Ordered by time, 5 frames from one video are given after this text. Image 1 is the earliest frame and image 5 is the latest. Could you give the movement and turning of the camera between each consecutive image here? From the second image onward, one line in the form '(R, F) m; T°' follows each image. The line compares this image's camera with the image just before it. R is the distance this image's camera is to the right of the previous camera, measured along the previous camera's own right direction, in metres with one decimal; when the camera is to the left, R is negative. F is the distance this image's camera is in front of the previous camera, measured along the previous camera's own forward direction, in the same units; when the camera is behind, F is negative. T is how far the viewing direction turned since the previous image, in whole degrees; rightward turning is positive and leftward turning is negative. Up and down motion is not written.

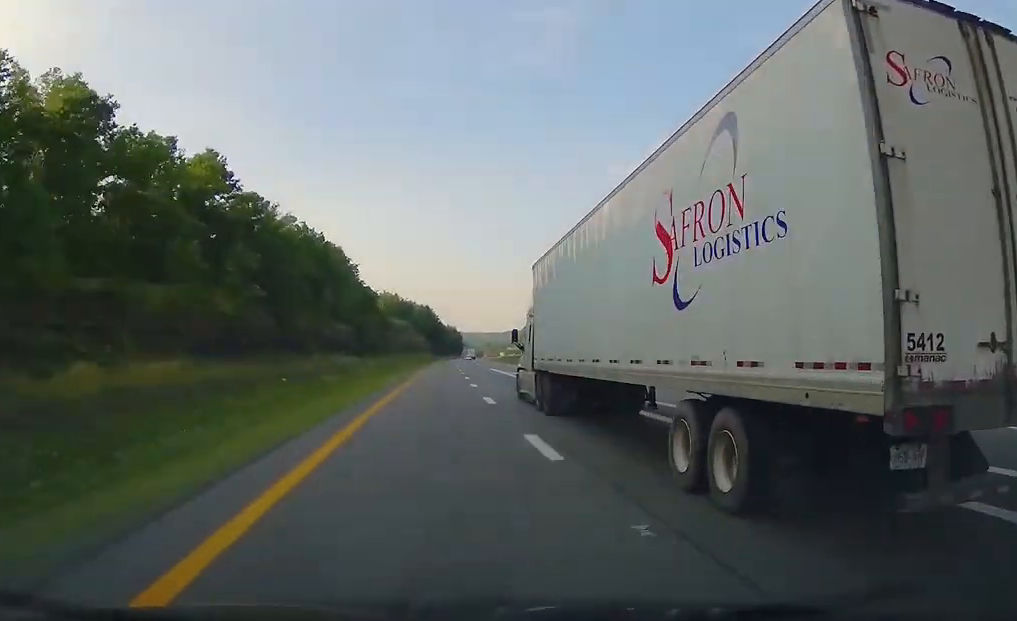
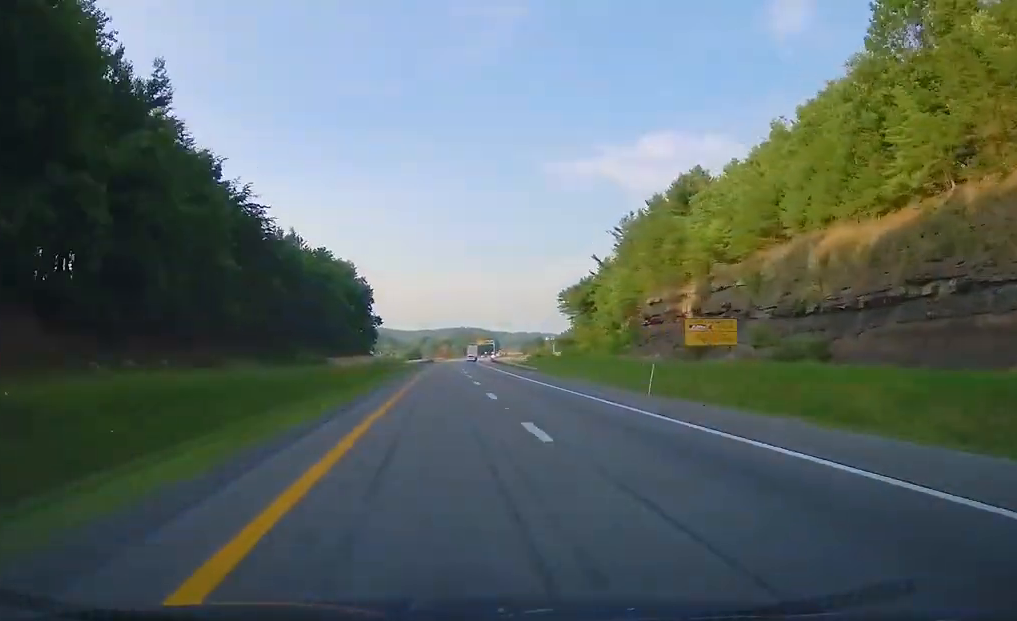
(+20.5, +359.5) m; +6°
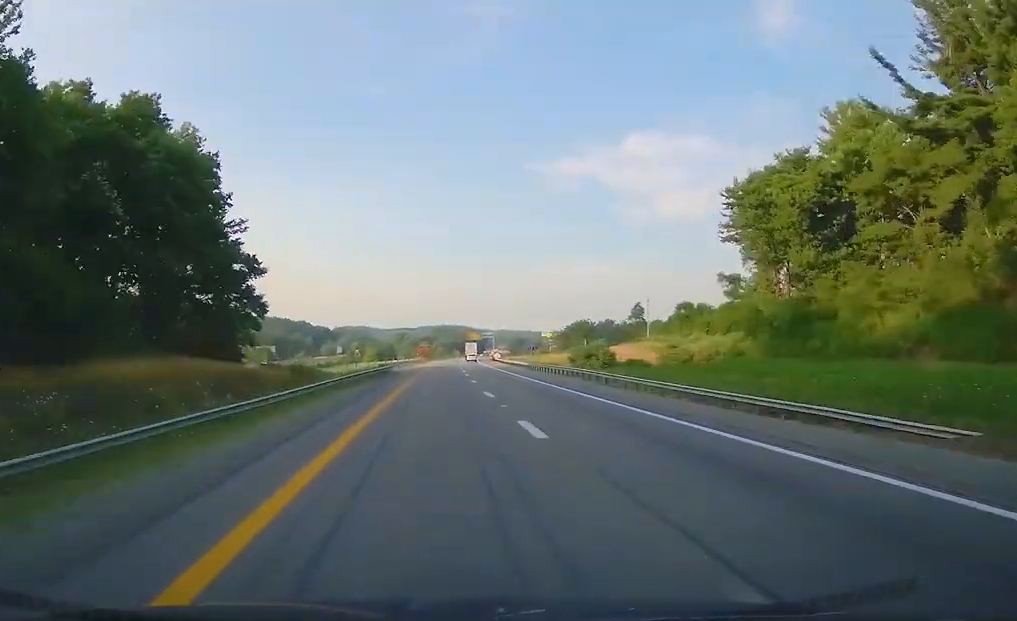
(+1.7, +95.4) m; +2°
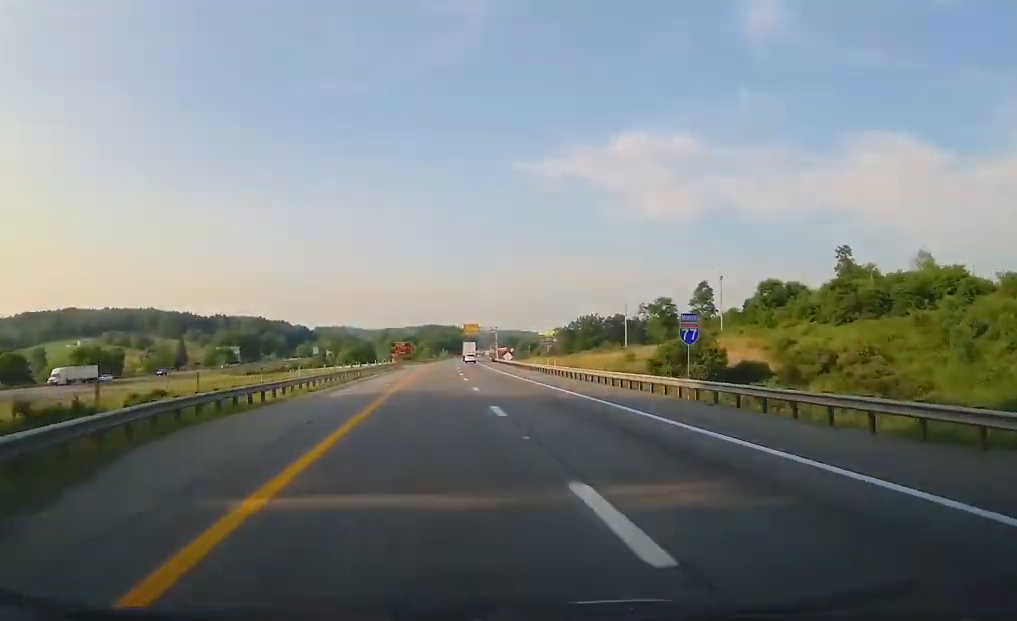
(+0.6, +54.9) m; +1°
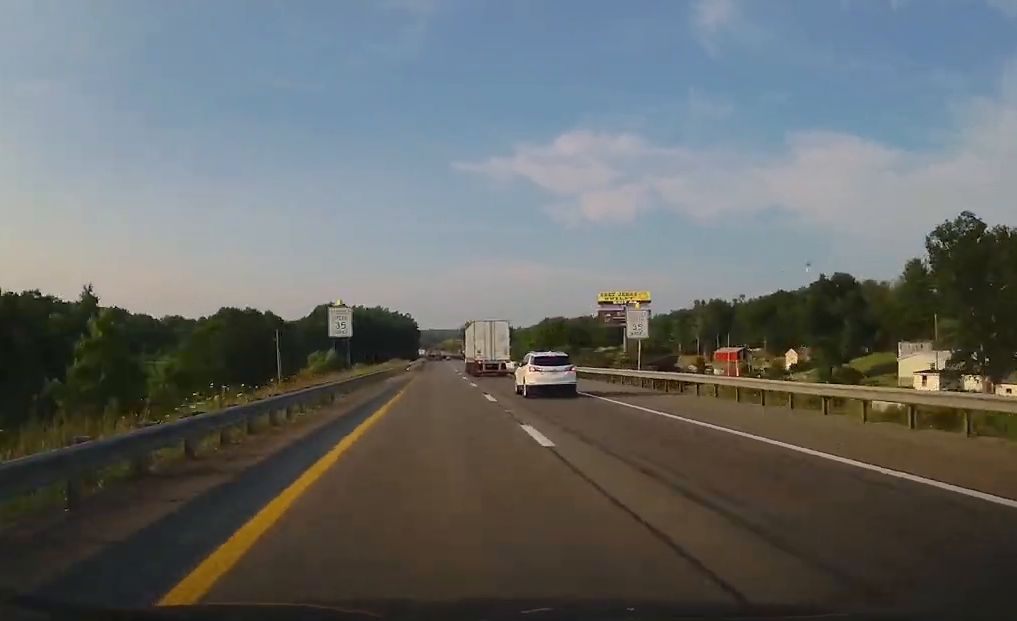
(+18.1, +358.8) m; +5°
